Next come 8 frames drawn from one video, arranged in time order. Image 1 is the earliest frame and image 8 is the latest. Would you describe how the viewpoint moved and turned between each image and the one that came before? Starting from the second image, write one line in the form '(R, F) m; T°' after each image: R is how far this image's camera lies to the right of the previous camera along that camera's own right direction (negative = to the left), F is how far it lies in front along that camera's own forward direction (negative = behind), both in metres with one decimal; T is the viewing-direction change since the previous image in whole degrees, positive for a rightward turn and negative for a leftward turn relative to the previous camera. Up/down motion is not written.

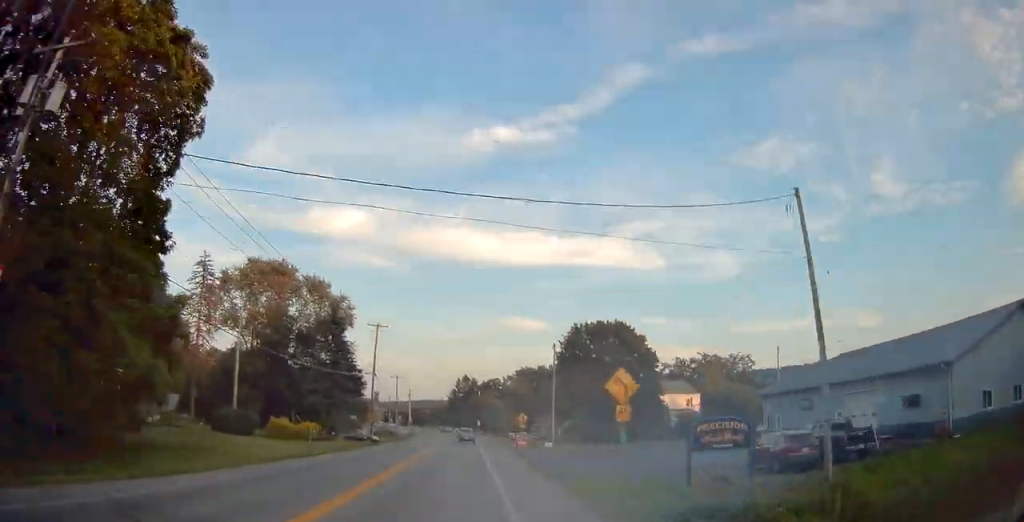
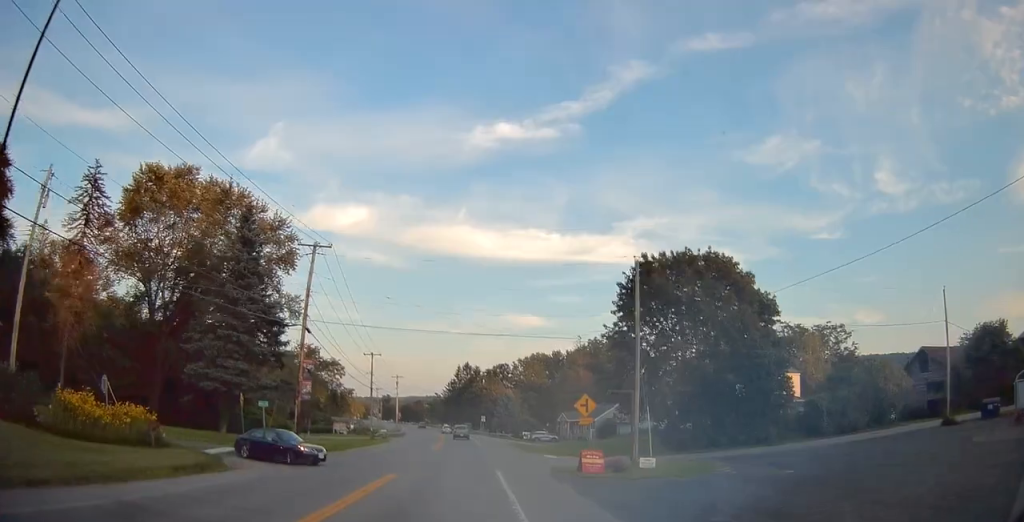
(-0.3, +29.8) m; -1°
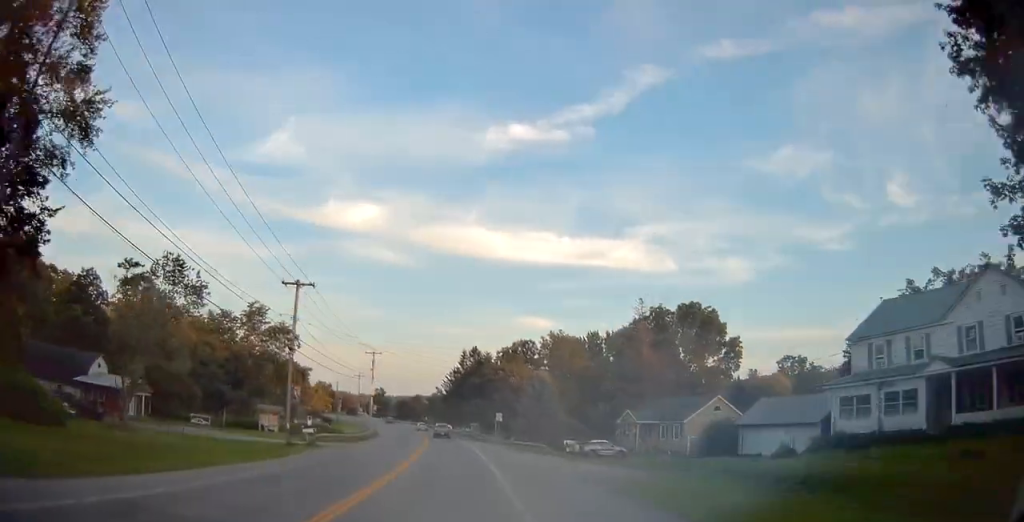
(-0.2, +38.2) m; -1°
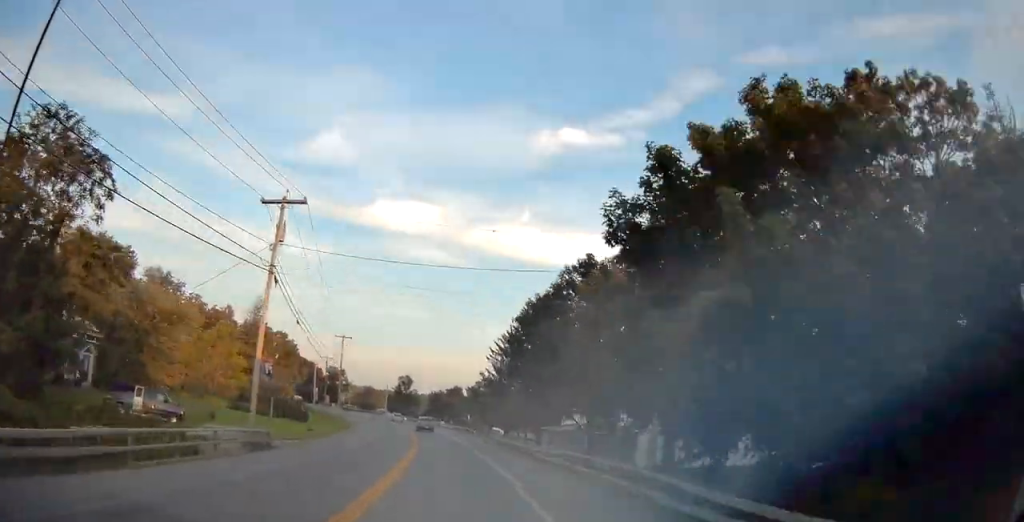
(-2.2, +58.5) m; -5°
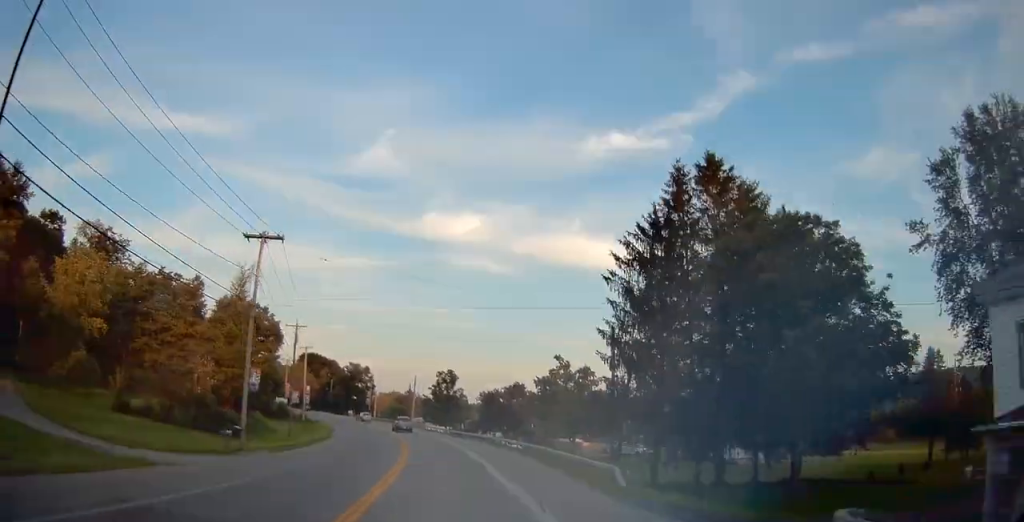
(-2.1, +45.7) m; -6°
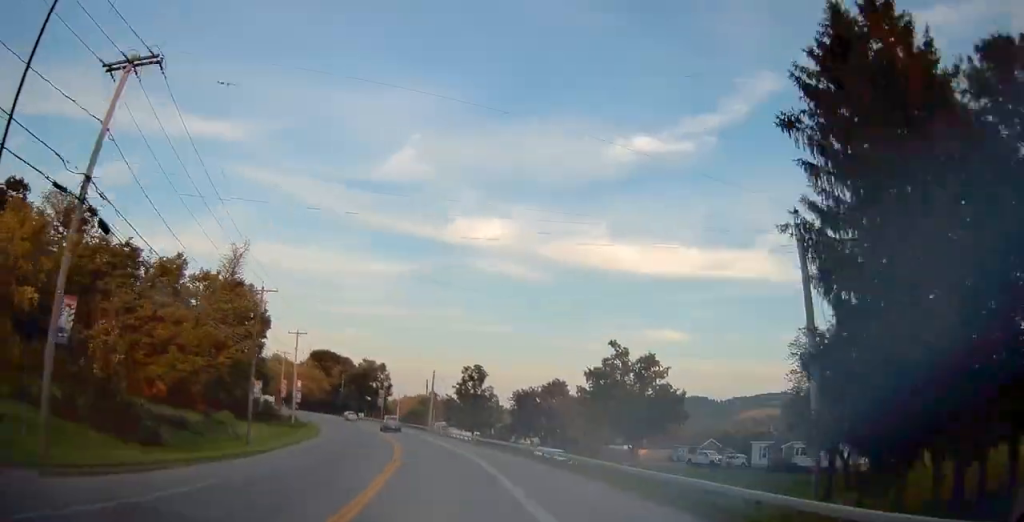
(+0.2, +18.1) m; -3°
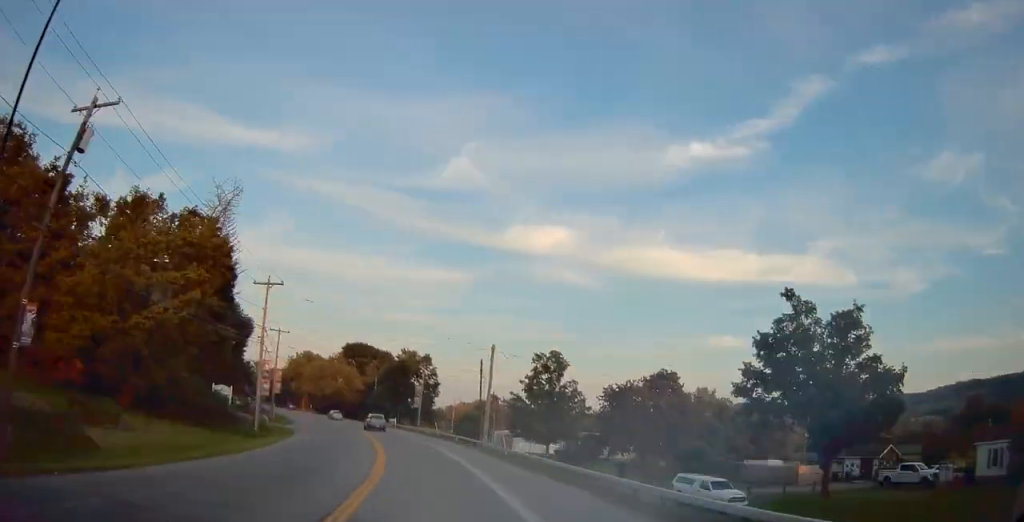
(-2.0, +28.9) m; -6°
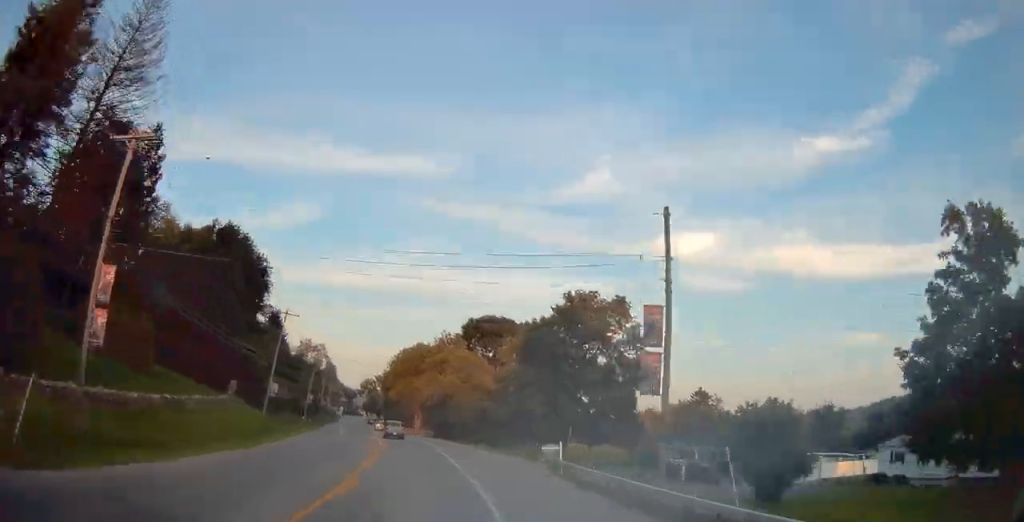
(-5.3, +52.5) m; -14°
